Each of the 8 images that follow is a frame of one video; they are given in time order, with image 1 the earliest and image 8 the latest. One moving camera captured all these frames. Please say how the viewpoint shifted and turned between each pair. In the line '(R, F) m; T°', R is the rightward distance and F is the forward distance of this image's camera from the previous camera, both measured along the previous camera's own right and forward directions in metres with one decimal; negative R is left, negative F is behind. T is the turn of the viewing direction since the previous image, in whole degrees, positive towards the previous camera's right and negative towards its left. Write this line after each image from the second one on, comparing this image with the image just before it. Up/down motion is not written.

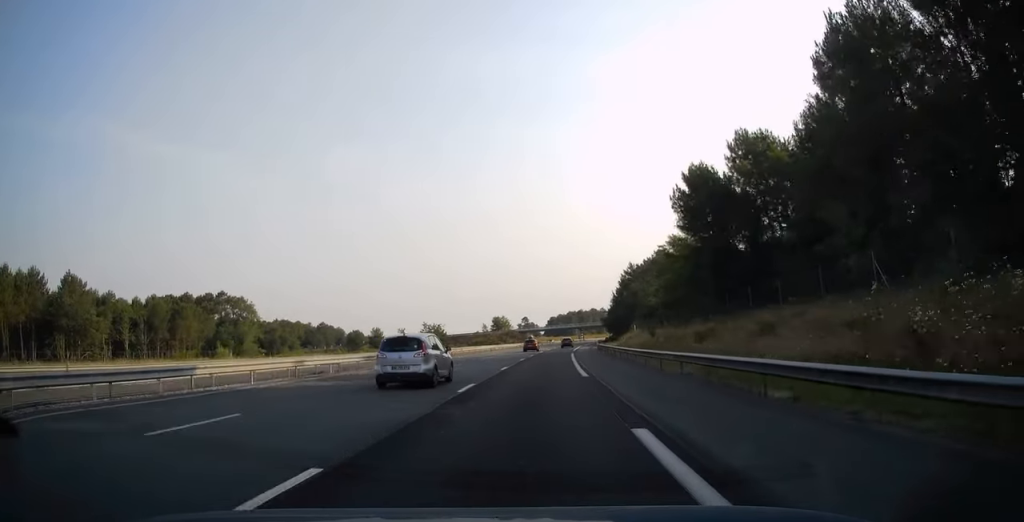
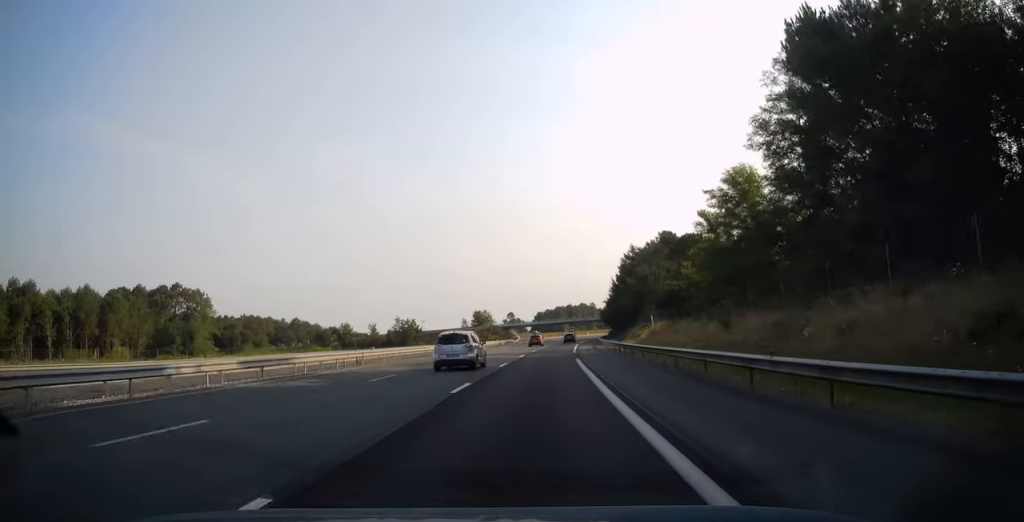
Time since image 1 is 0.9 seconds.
(+0.2, +27.1) m; +1°
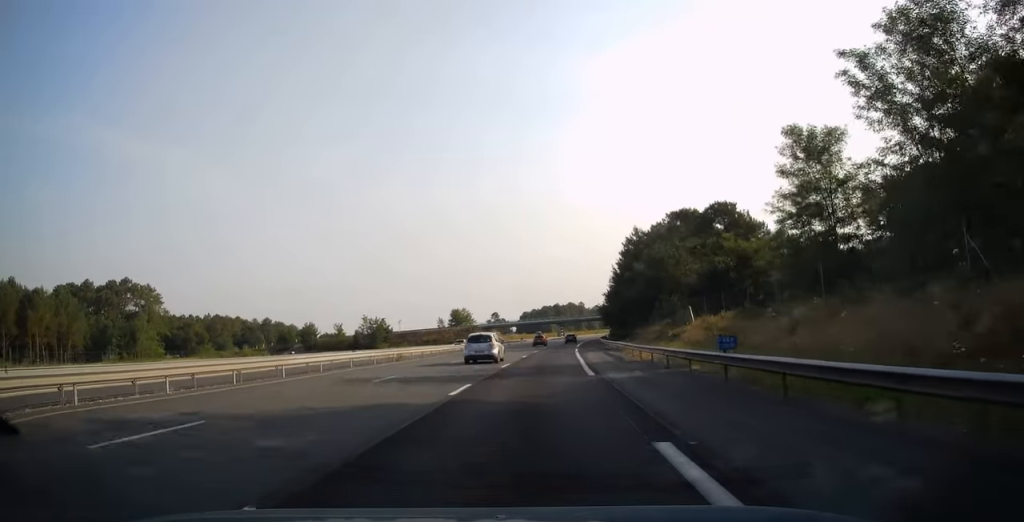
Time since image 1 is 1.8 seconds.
(+0.3, +26.1) m; +1°
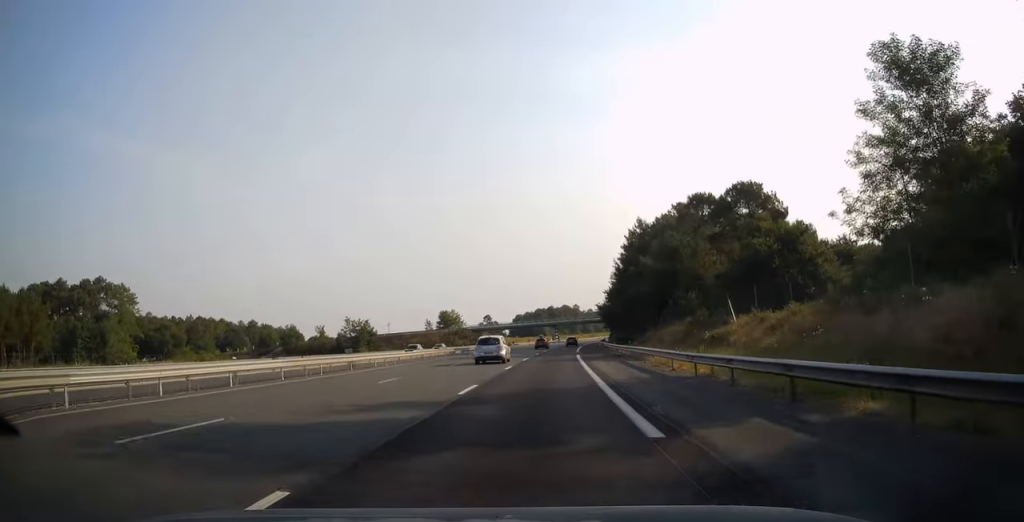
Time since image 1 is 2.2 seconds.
(+0.2, +12.3) m; +1°
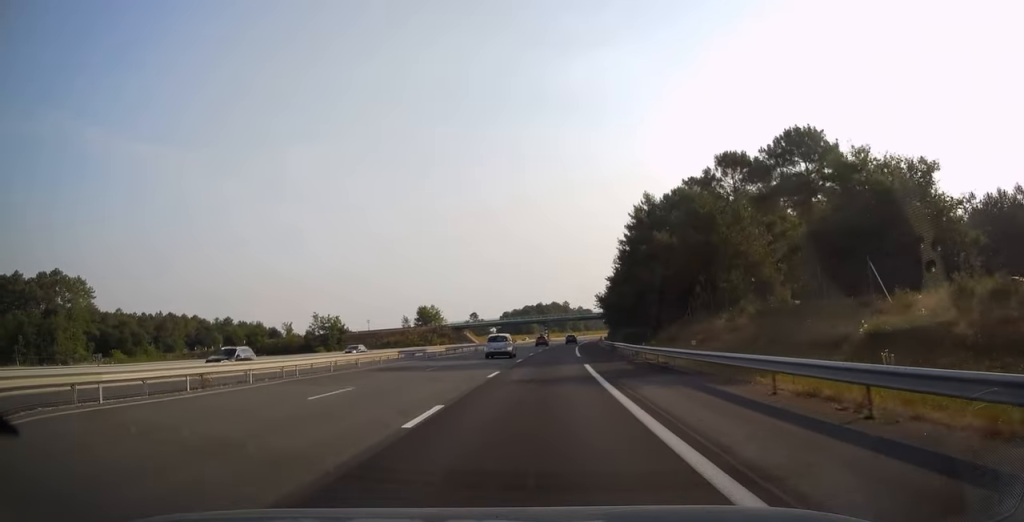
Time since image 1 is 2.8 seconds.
(0.0, +18.7) m; +1°
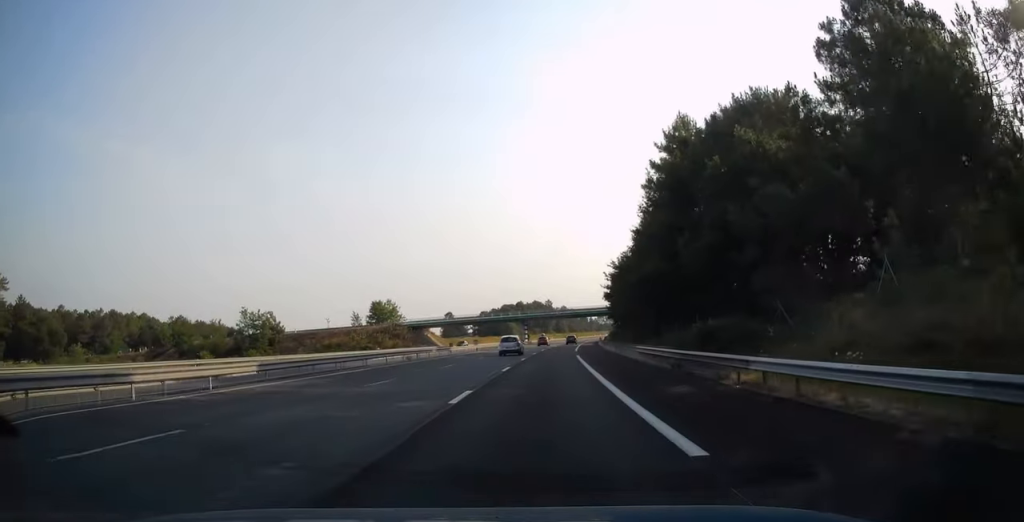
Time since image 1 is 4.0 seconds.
(+0.8, +34.4) m; +2°
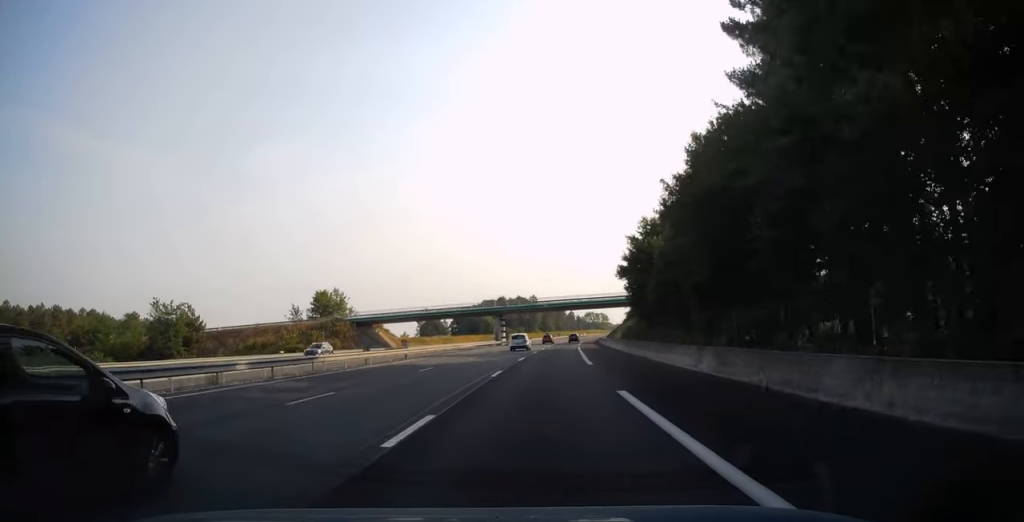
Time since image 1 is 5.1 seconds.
(+0.2, +31.5) m; +1°
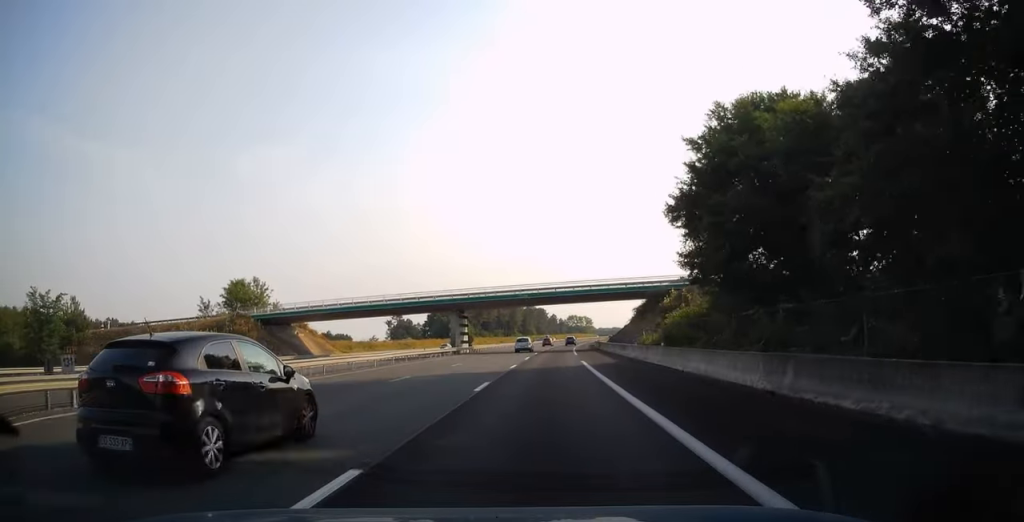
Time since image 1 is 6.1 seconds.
(+0.5, +30.5) m; +2°
